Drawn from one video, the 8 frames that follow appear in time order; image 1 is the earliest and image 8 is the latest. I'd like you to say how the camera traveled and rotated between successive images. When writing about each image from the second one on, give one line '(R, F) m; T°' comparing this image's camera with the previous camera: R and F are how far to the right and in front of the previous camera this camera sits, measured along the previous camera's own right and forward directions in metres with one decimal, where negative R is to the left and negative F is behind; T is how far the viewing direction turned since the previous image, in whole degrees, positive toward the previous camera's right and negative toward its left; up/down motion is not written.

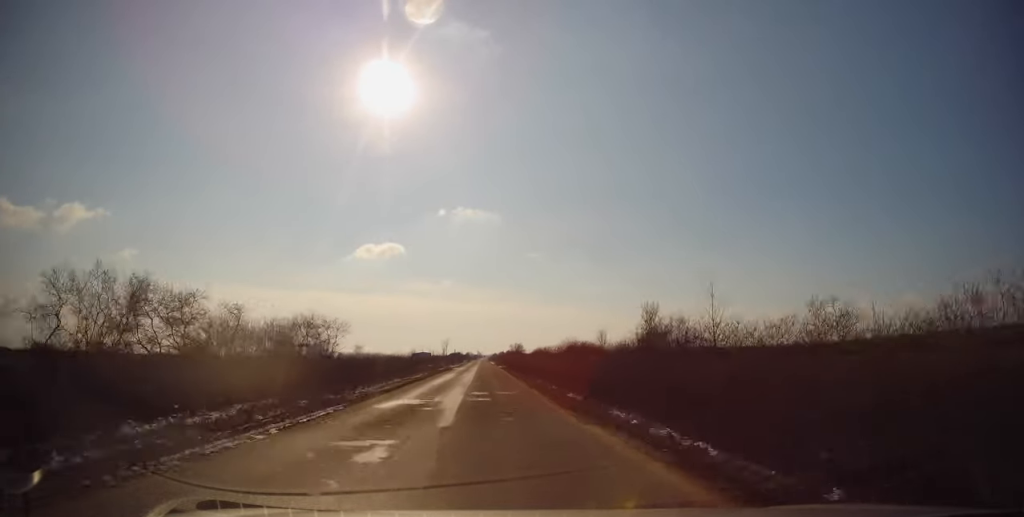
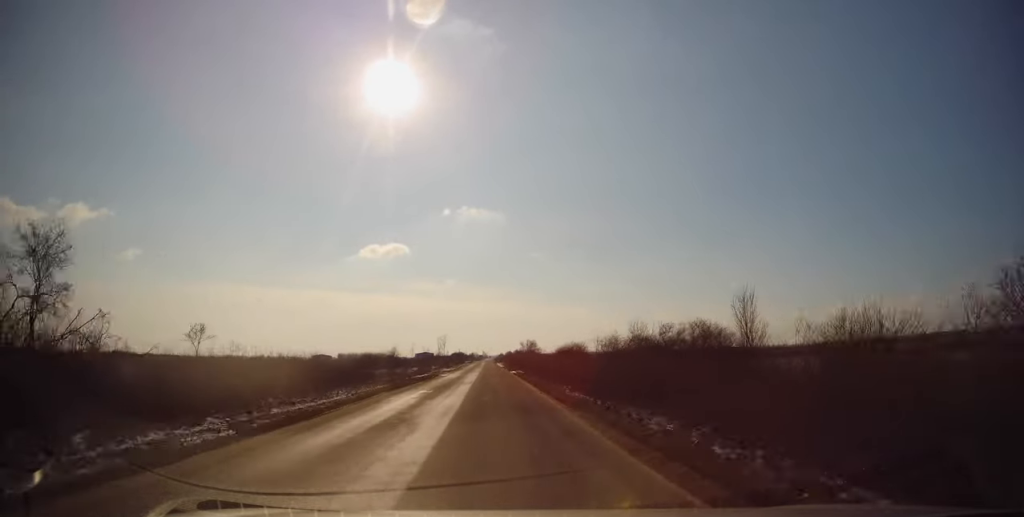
(-0.2, +24.7) m; 0°
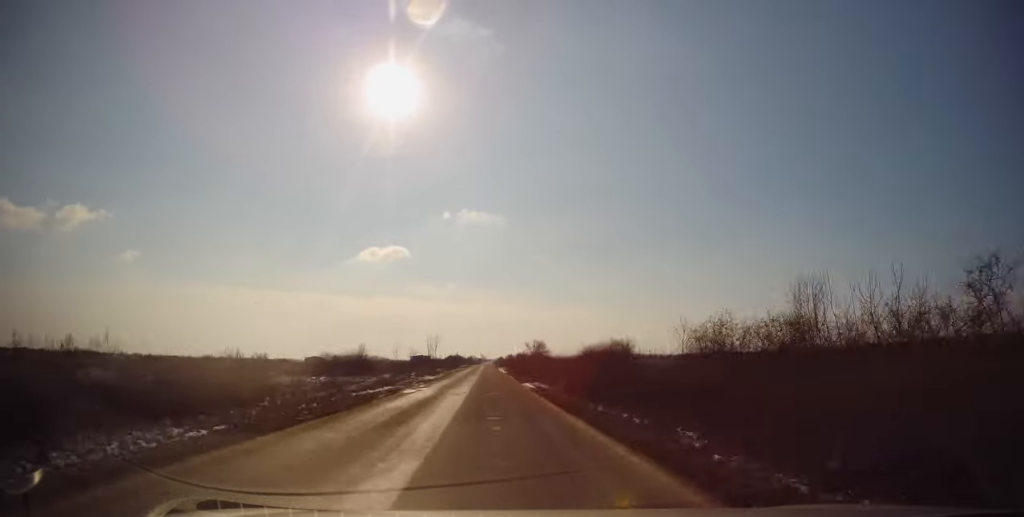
(0.0, +17.9) m; 0°
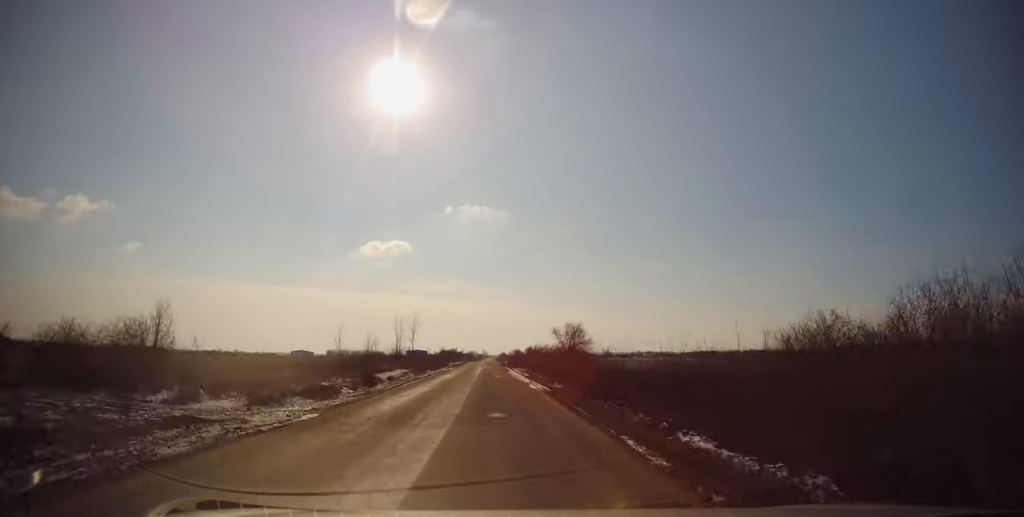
(0.0, +35.0) m; 0°
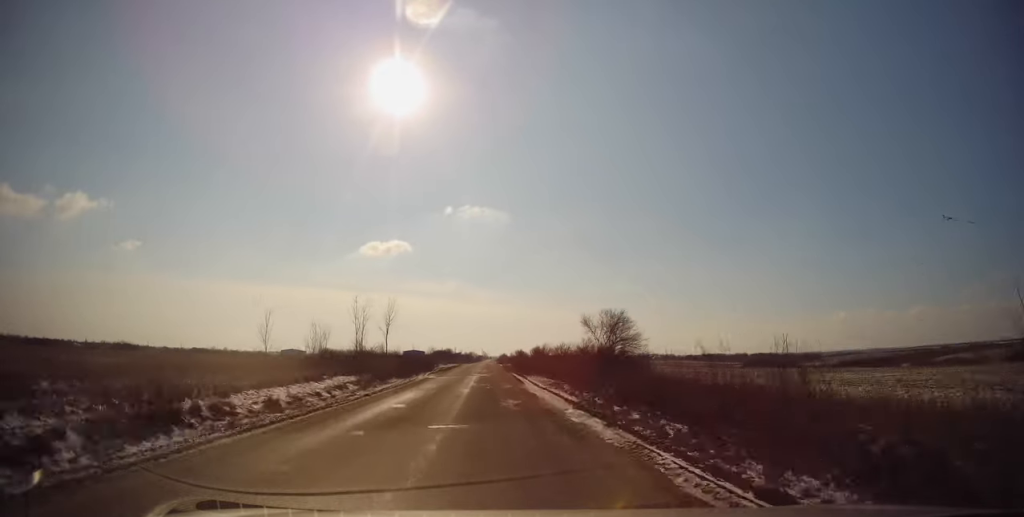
(0.0, +18.1) m; 0°
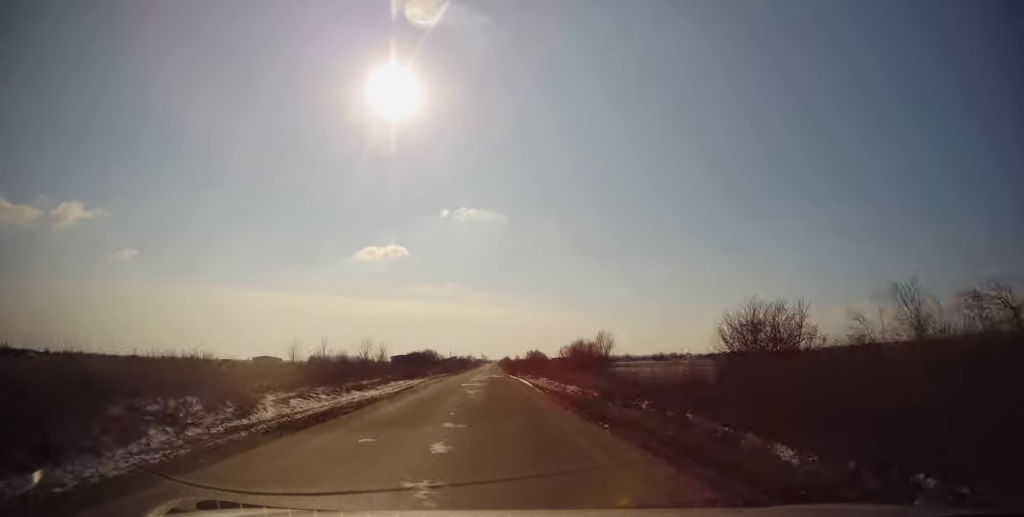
(-0.4, +49.5) m; 0°
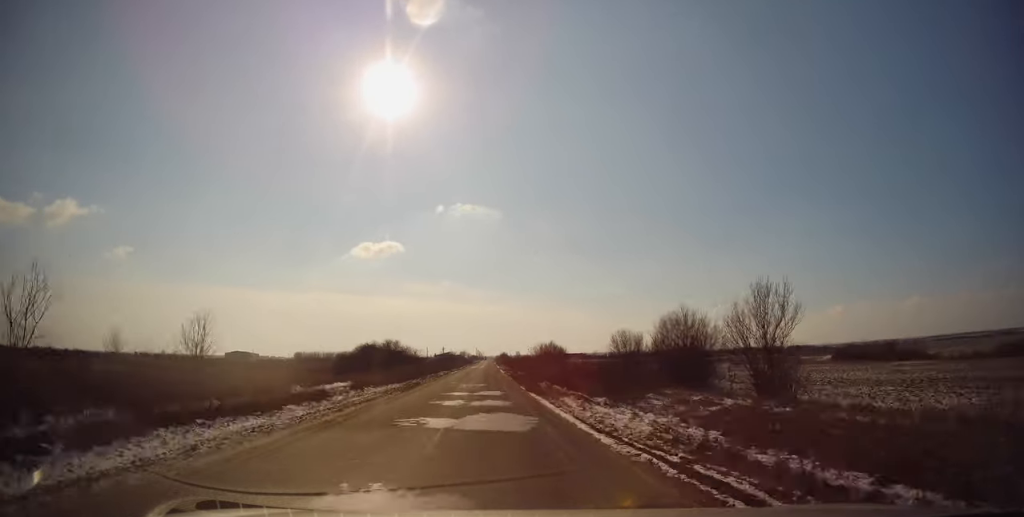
(+0.6, +32.3) m; 0°
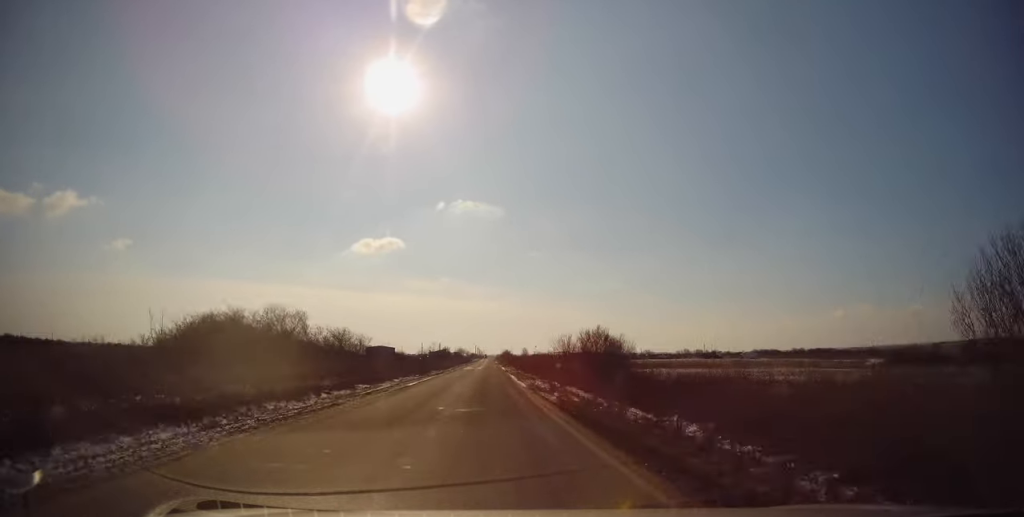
(-0.6, +32.3) m; -1°
